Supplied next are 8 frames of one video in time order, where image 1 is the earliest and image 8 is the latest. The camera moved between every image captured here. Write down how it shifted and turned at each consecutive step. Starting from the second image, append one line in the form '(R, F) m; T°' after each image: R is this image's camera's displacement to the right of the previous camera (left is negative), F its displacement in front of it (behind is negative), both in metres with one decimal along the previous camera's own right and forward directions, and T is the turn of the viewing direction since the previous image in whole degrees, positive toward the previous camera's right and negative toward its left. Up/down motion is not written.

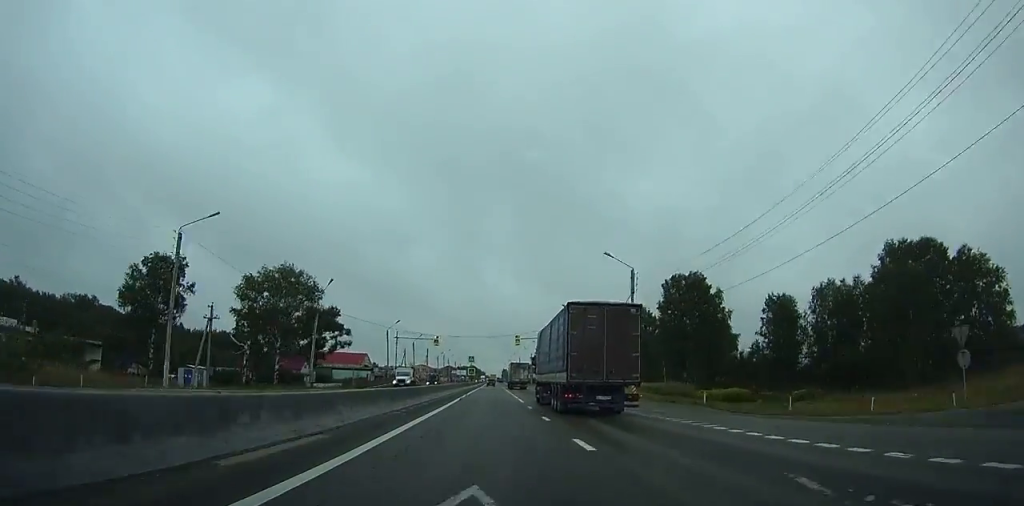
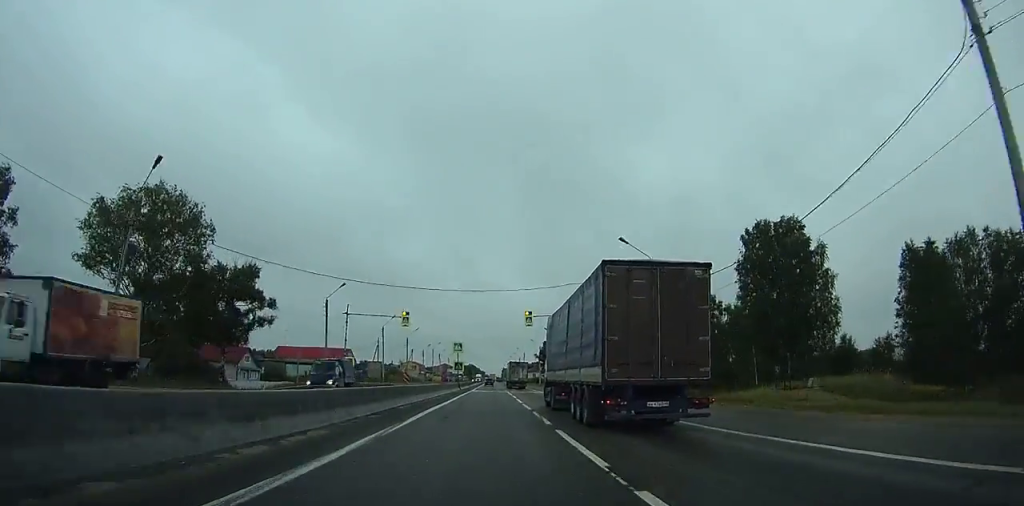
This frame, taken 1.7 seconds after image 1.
(+0.1, +36.2) m; 0°
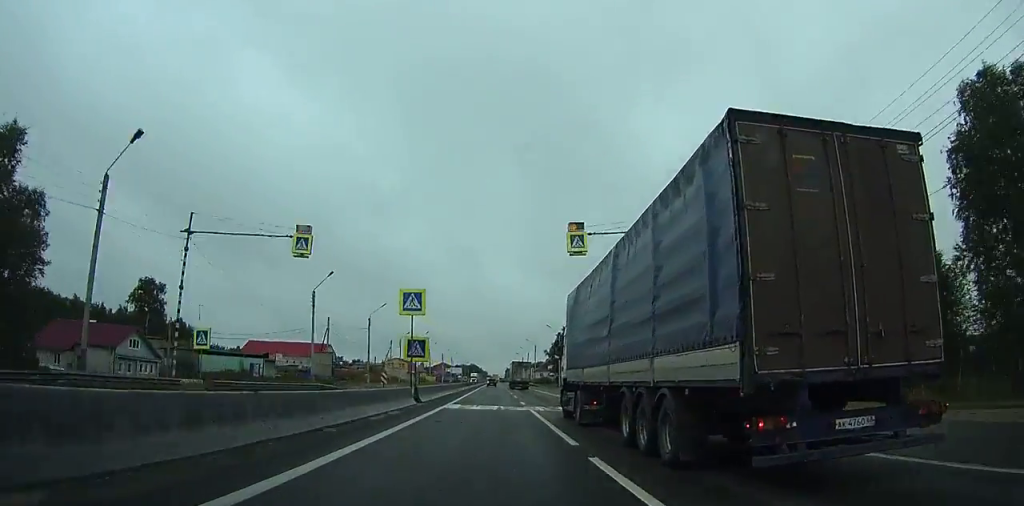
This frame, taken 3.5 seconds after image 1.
(0.0, +38.2) m; 0°
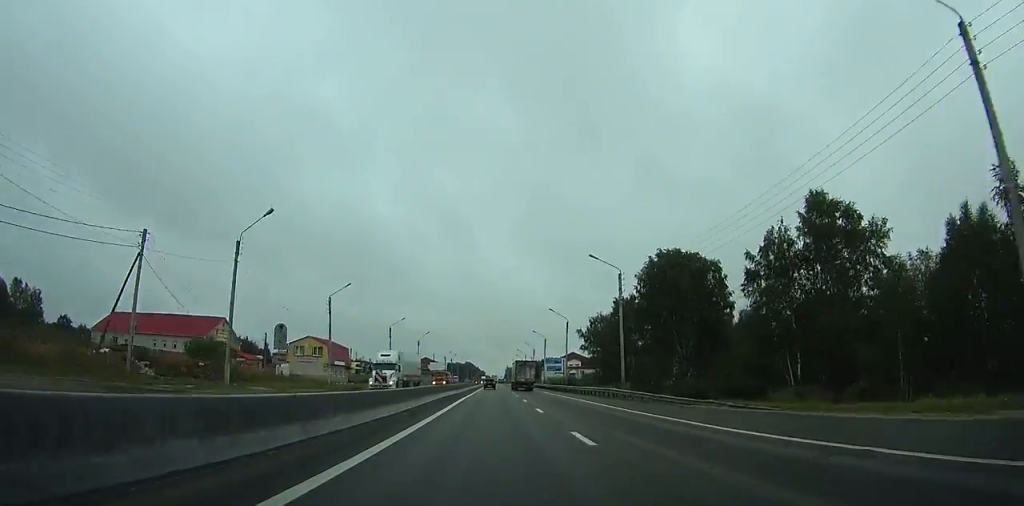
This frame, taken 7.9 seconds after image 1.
(+0.2, +96.1) m; 0°
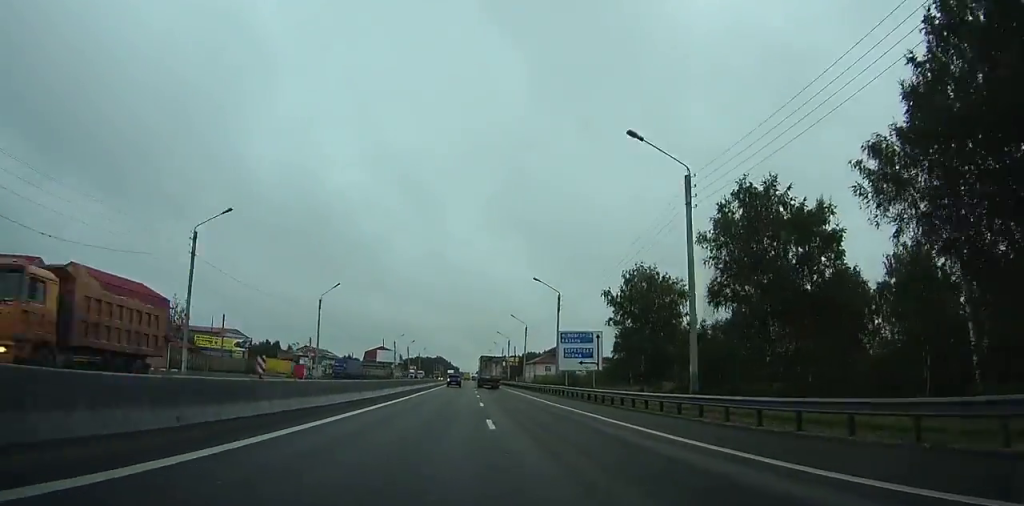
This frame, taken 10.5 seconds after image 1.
(+0.5, +60.6) m; +1°
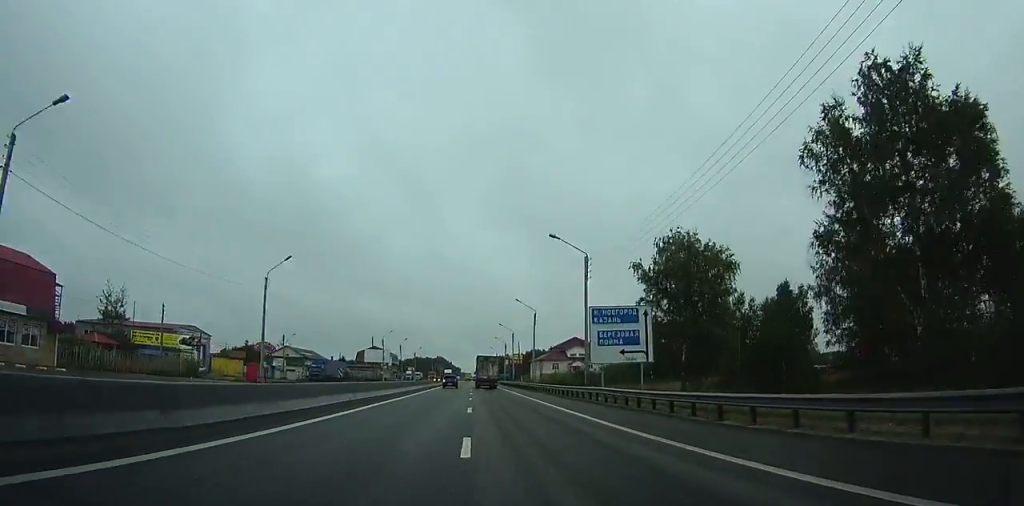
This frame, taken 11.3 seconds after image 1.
(0.0, +17.8) m; 0°
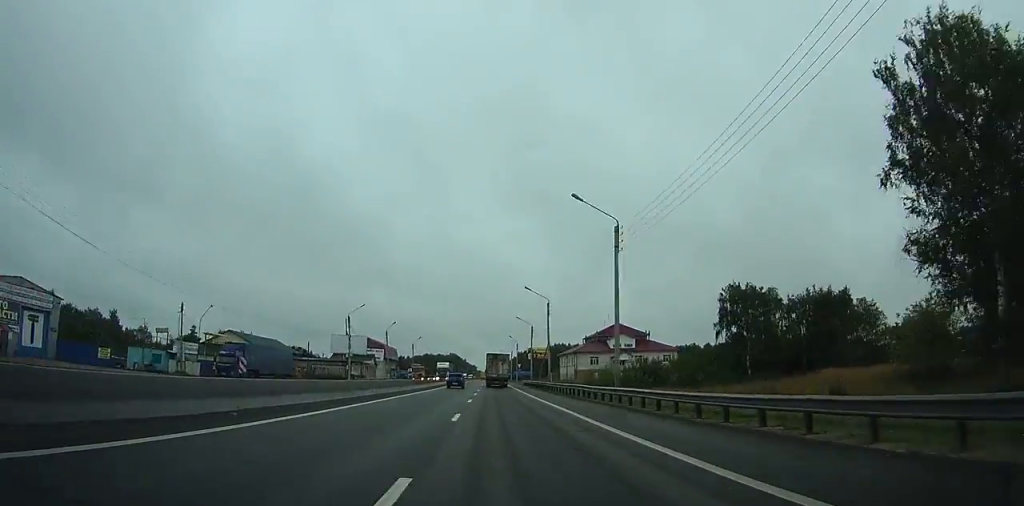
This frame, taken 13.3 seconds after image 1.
(+0.2, +42.8) m; 0°
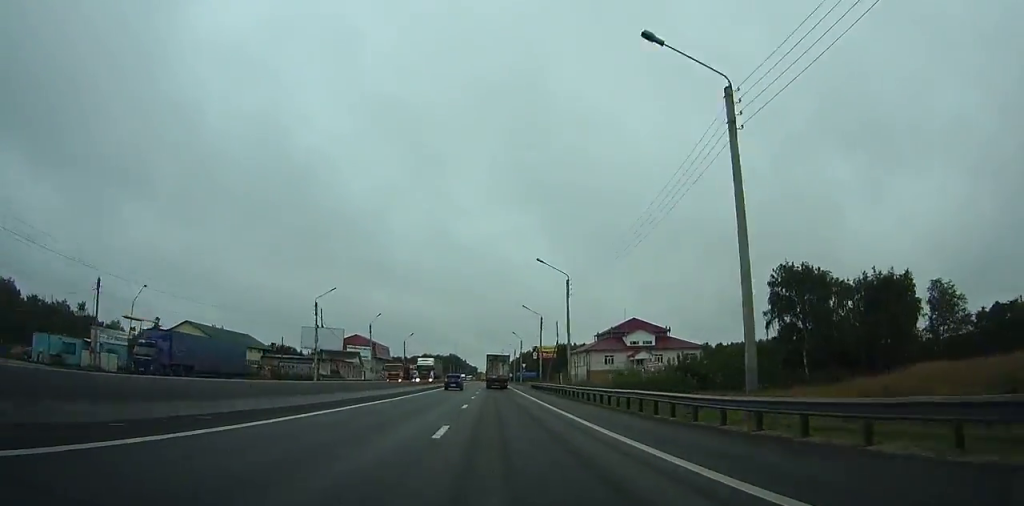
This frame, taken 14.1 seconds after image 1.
(-0.2, +16.5) m; 0°
